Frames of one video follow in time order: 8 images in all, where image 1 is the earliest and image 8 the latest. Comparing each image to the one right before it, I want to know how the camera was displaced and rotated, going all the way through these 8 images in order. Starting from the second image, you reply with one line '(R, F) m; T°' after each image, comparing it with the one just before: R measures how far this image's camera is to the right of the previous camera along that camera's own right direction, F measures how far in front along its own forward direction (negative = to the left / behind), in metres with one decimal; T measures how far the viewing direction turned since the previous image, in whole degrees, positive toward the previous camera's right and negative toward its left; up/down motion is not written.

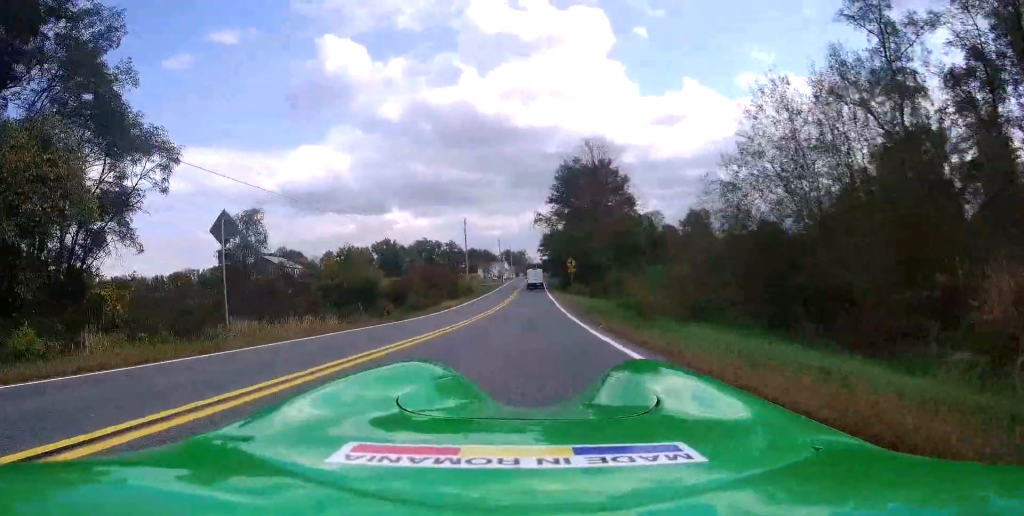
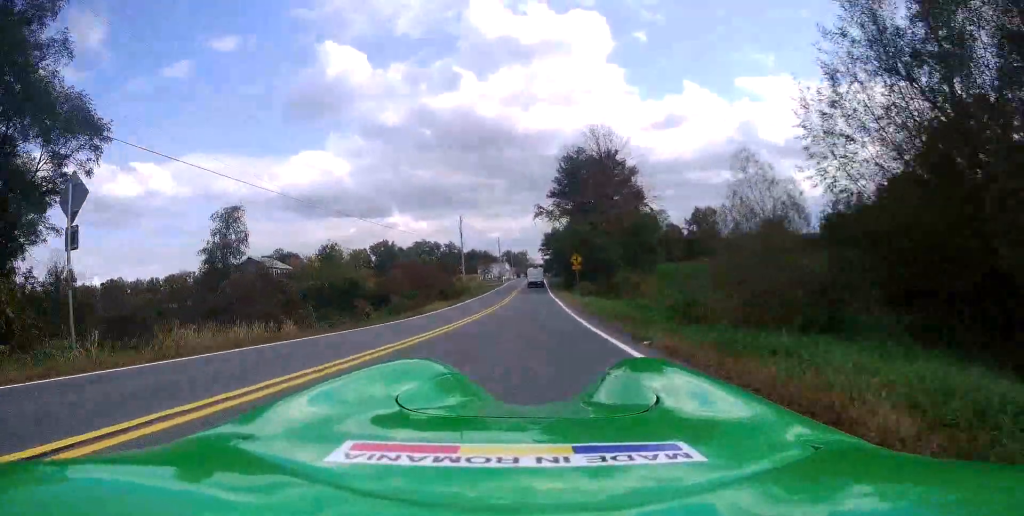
(0.0, +5.7) m; 0°
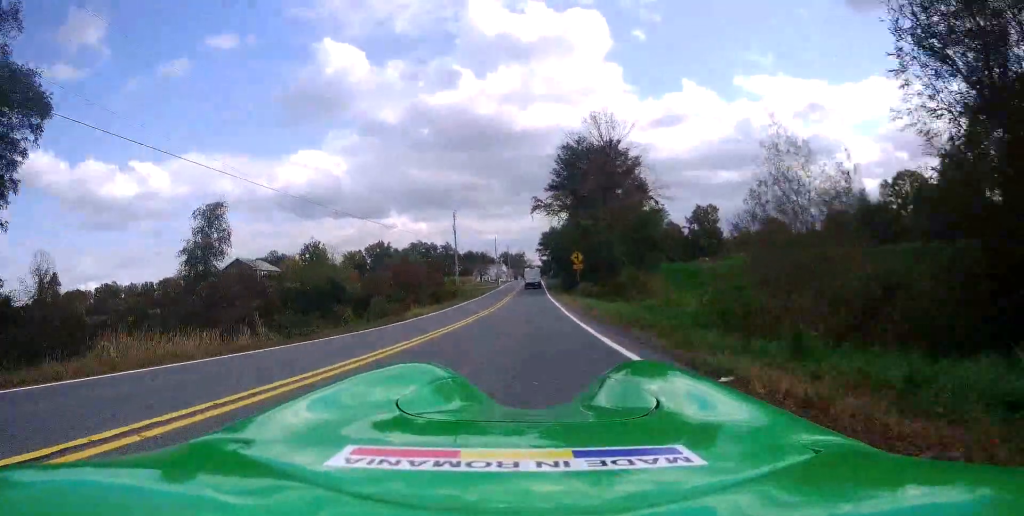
(0.0, +4.3) m; 0°
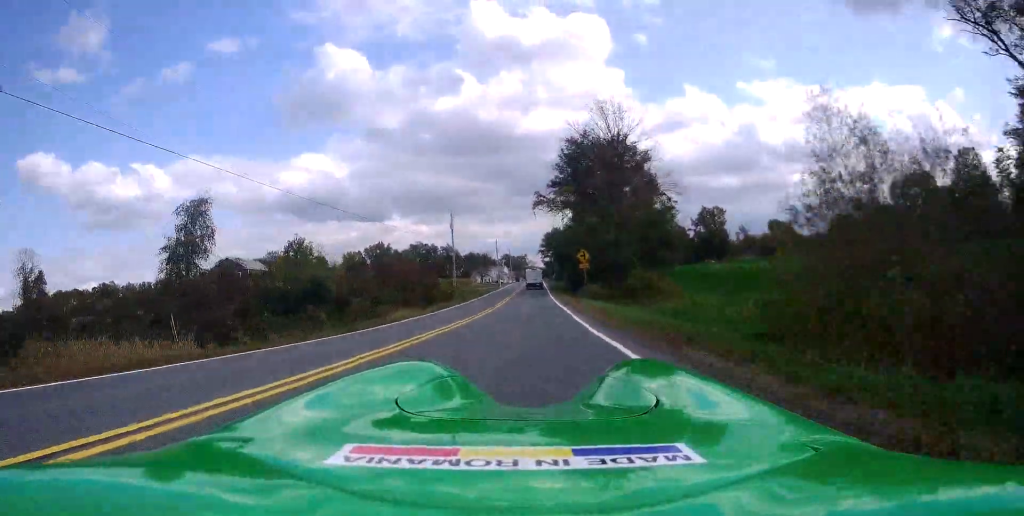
(0.0, +4.3) m; 0°
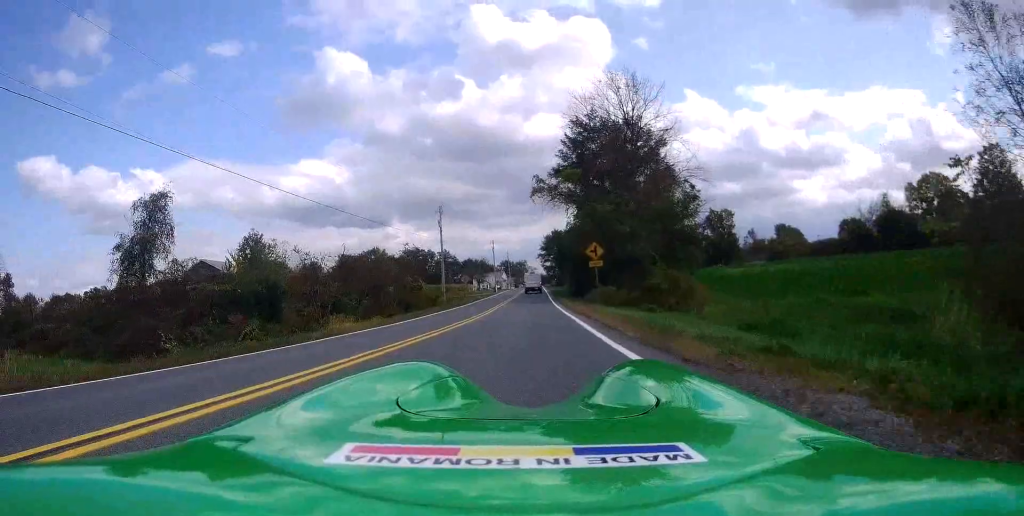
(0.0, +8.8) m; -2°
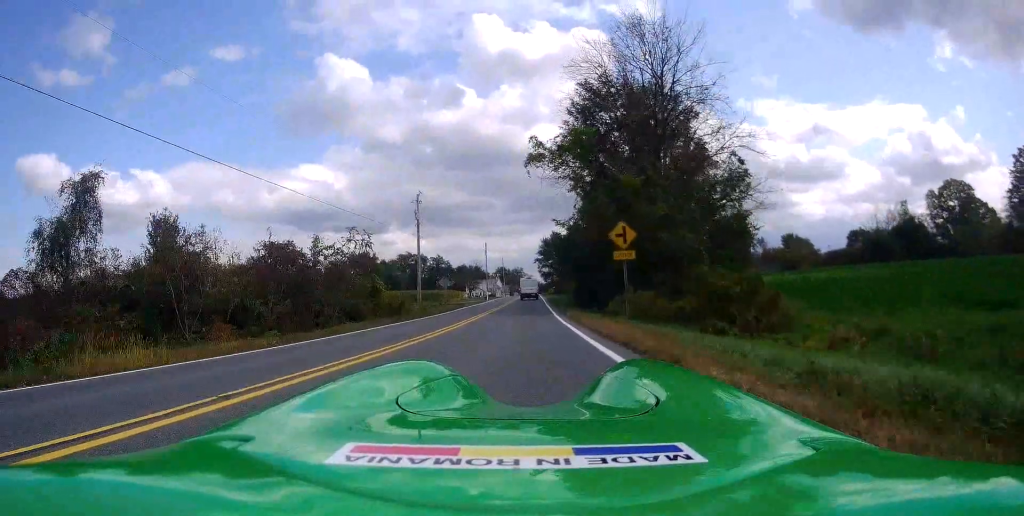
(-0.4, +12.2) m; -1°
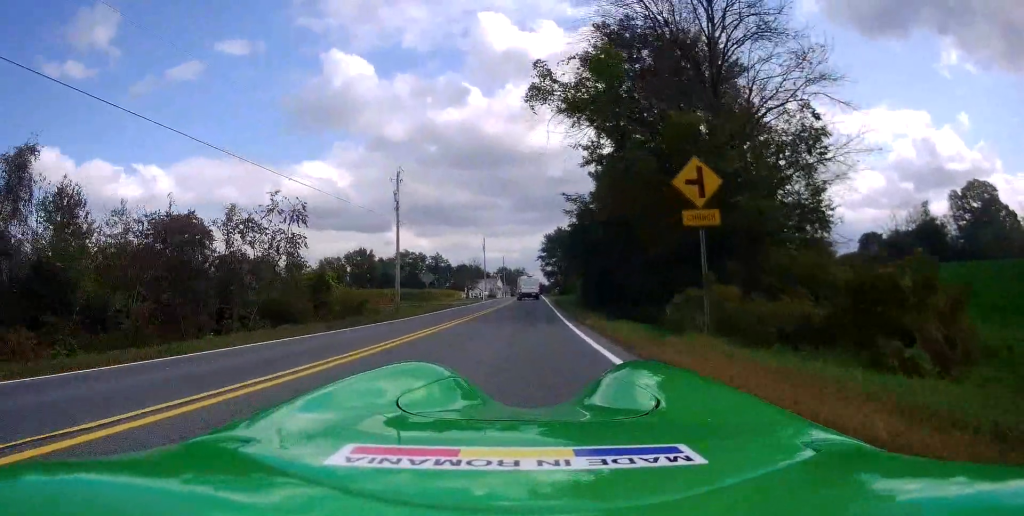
(+0.3, +10.6) m; +1°
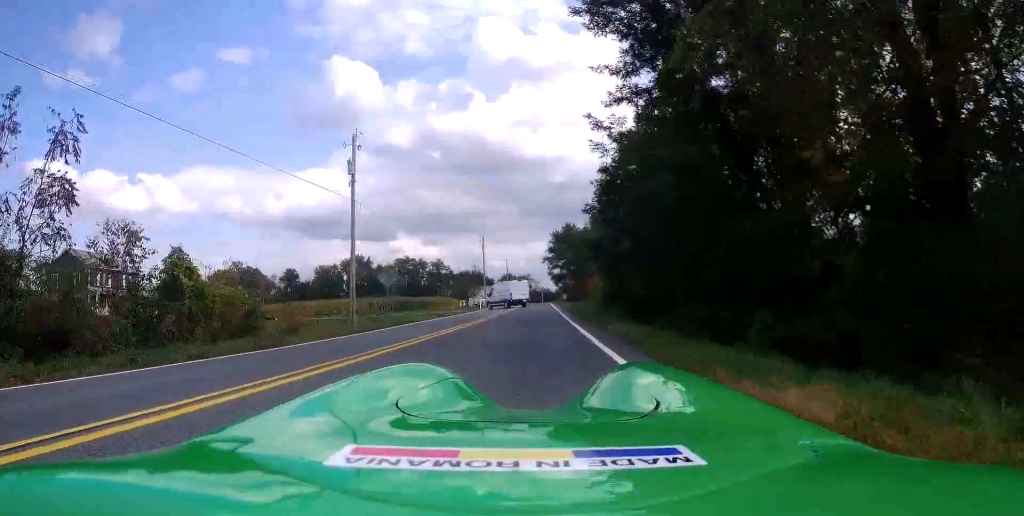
(-0.1, +14.4) m; -1°
